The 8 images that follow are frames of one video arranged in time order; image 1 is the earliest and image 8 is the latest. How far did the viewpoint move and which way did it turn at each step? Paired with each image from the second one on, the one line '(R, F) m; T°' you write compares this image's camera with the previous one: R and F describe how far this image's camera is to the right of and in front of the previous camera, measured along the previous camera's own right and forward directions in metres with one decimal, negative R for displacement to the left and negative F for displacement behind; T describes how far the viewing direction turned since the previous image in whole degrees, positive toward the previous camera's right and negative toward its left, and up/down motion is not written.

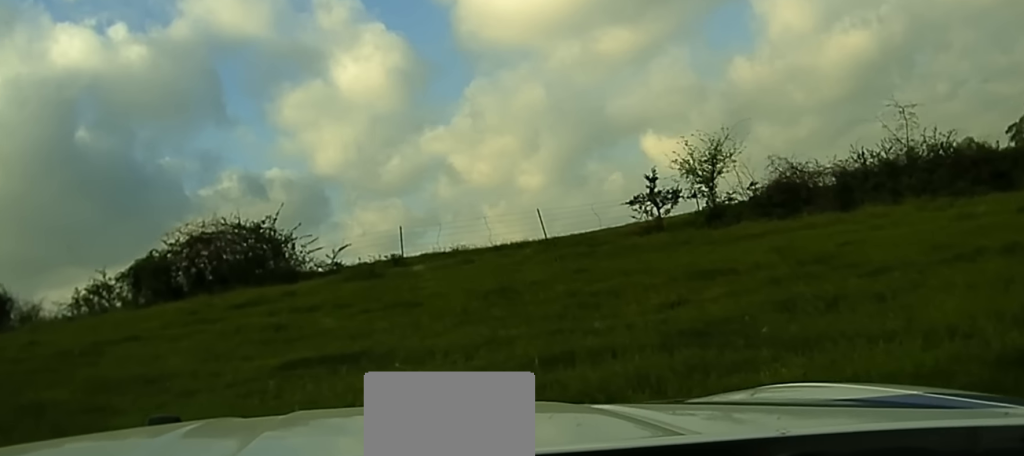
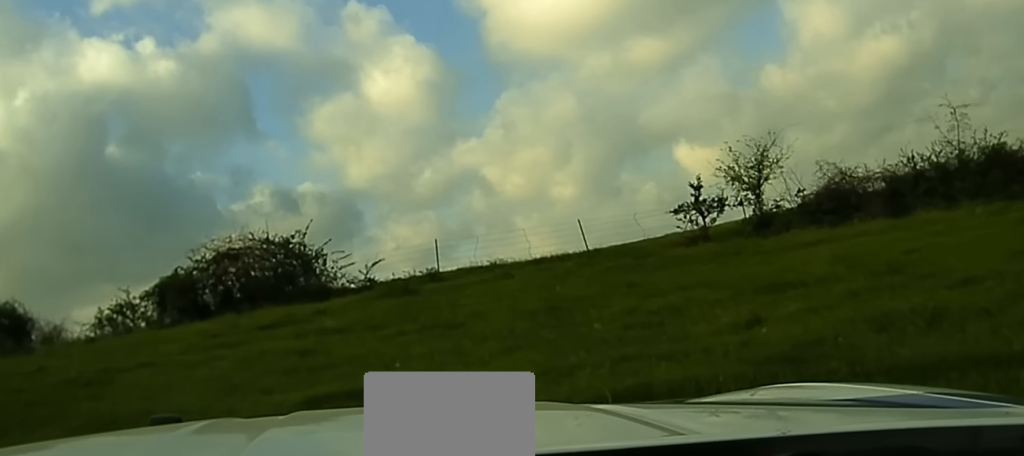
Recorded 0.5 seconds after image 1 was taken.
(+0.2, +1.2) m; +1°
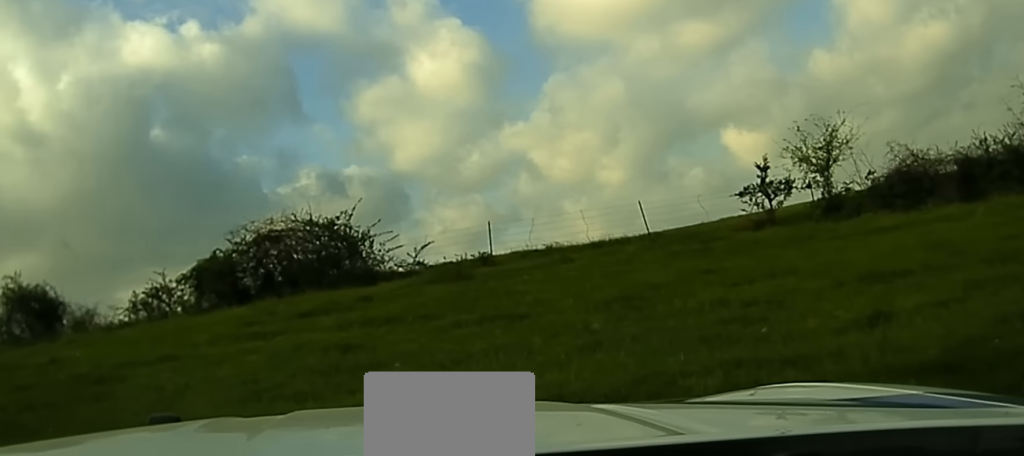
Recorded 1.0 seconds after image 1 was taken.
(+0.1, +1.5) m; -1°
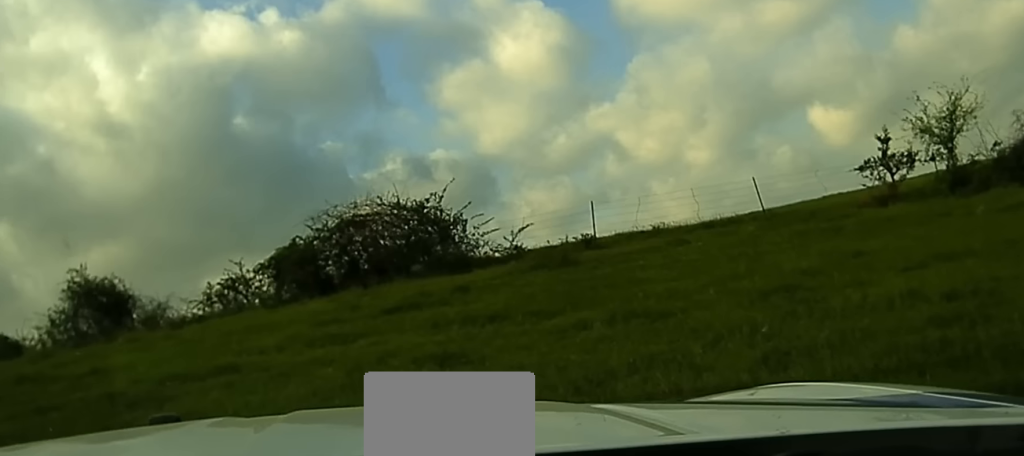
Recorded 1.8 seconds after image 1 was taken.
(-0.2, +2.3) m; -4°
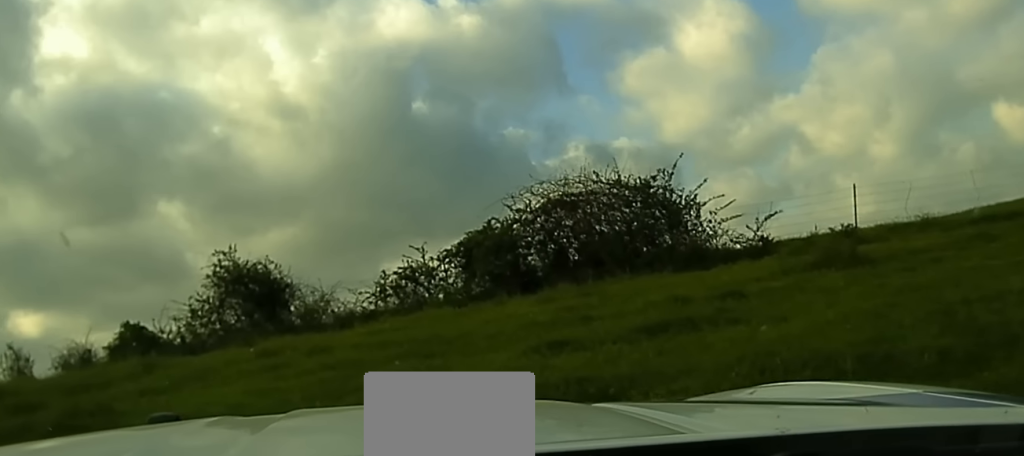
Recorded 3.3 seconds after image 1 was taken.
(-0.5, +4.5) m; -16°
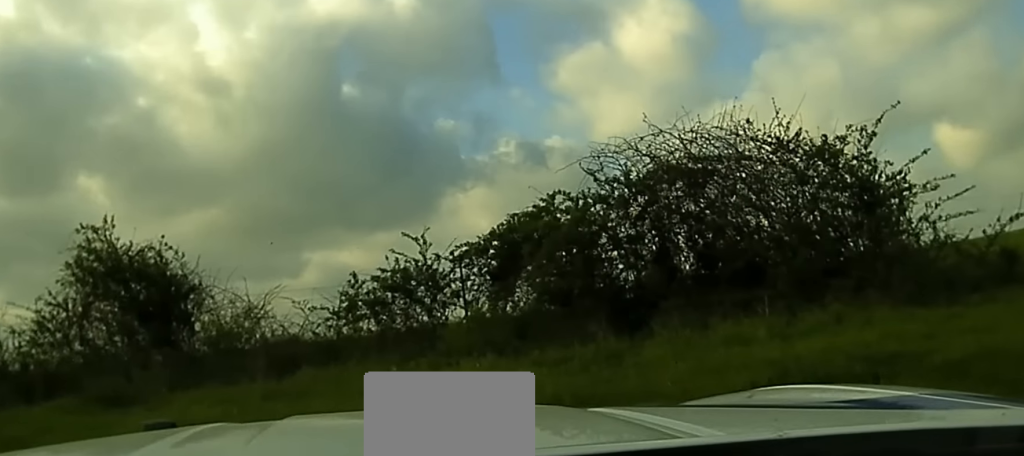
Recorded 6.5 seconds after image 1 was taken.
(0.0, +9.8) m; +16°
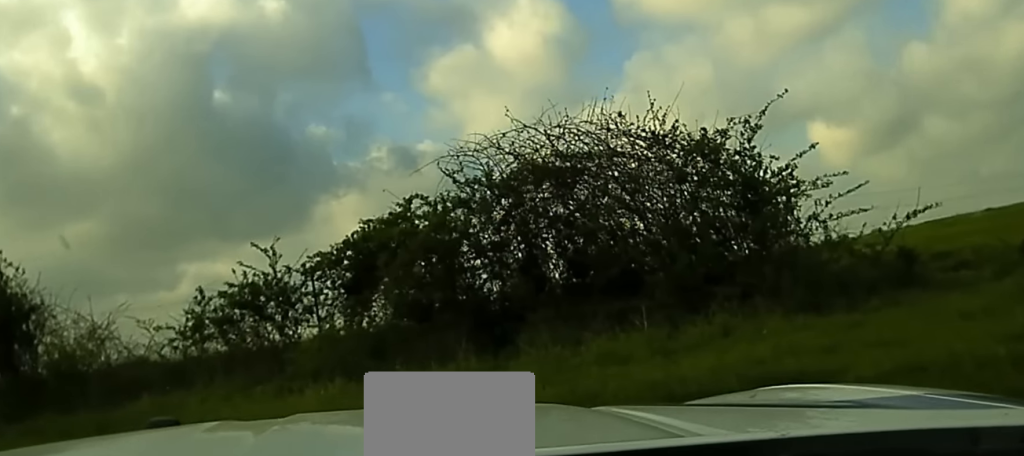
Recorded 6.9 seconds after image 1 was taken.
(-0.2, +1.0) m; +8°
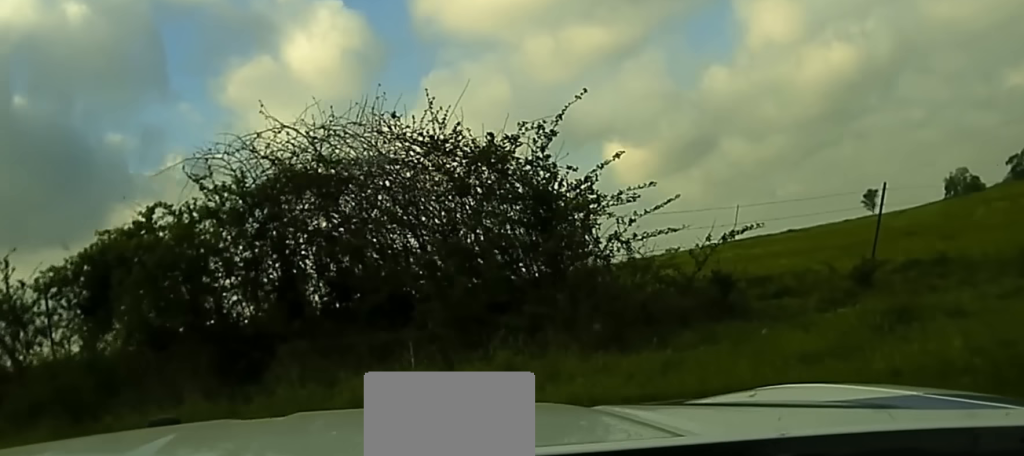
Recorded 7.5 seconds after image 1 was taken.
(+0.7, +1.4) m; +18°
